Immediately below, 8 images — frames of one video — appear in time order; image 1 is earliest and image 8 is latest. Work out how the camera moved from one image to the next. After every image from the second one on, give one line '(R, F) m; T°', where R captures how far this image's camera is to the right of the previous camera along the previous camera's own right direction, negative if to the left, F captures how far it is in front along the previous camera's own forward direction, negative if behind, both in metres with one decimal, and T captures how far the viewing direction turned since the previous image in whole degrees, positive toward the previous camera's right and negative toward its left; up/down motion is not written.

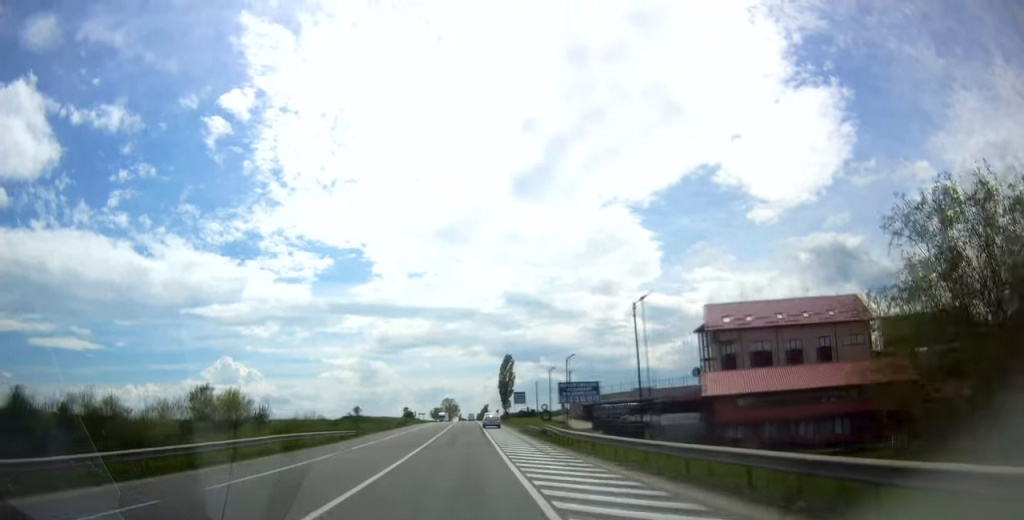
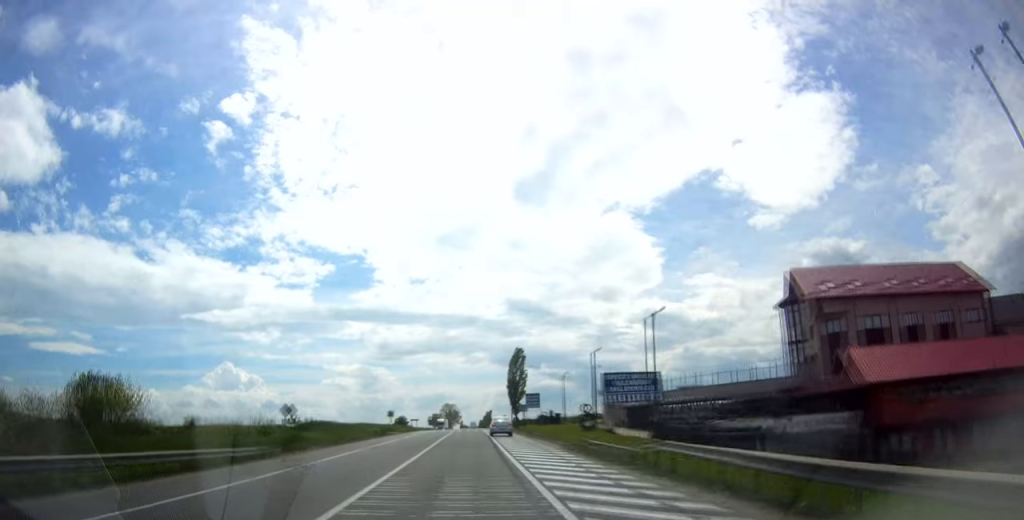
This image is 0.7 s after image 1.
(-0.1, +22.2) m; -1°
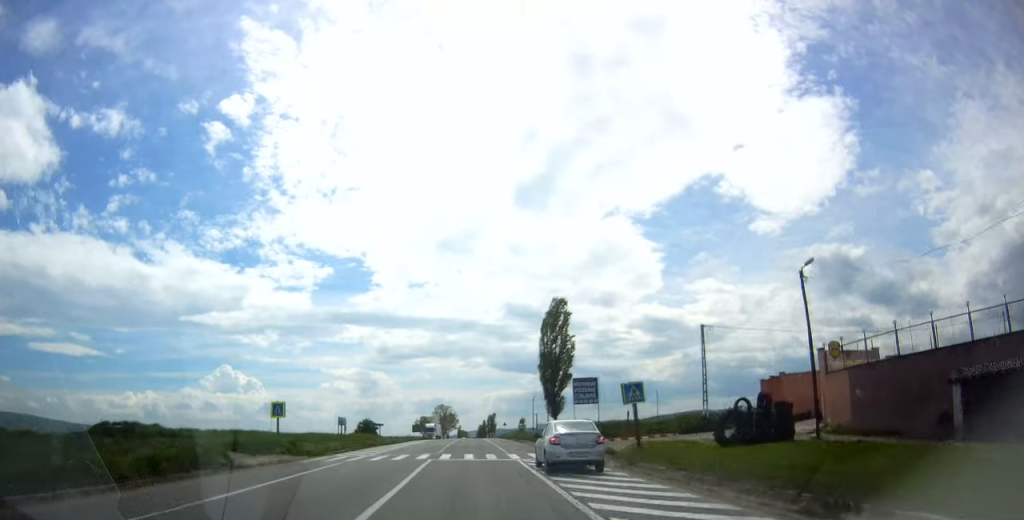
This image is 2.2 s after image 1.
(-0.6, +46.1) m; 0°
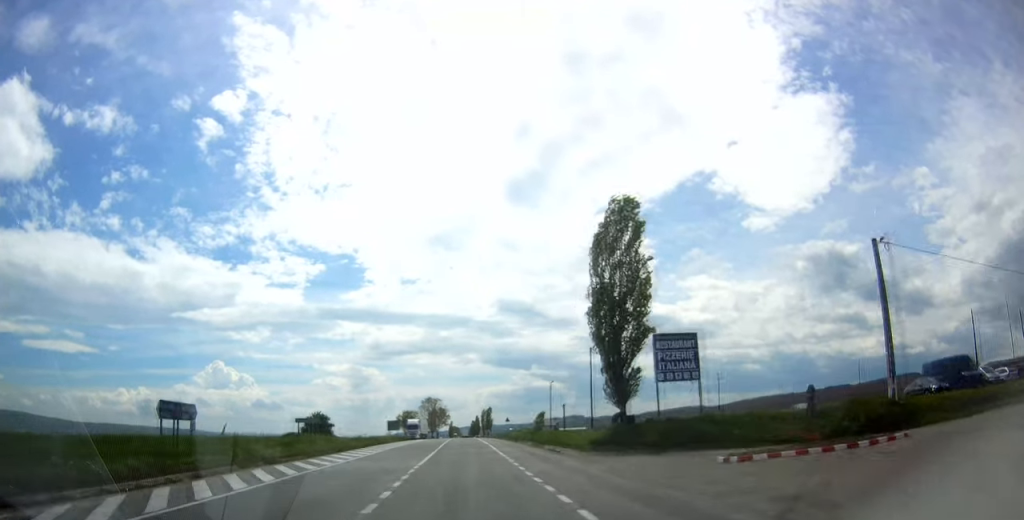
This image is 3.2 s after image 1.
(+0.4, +27.3) m; +1°
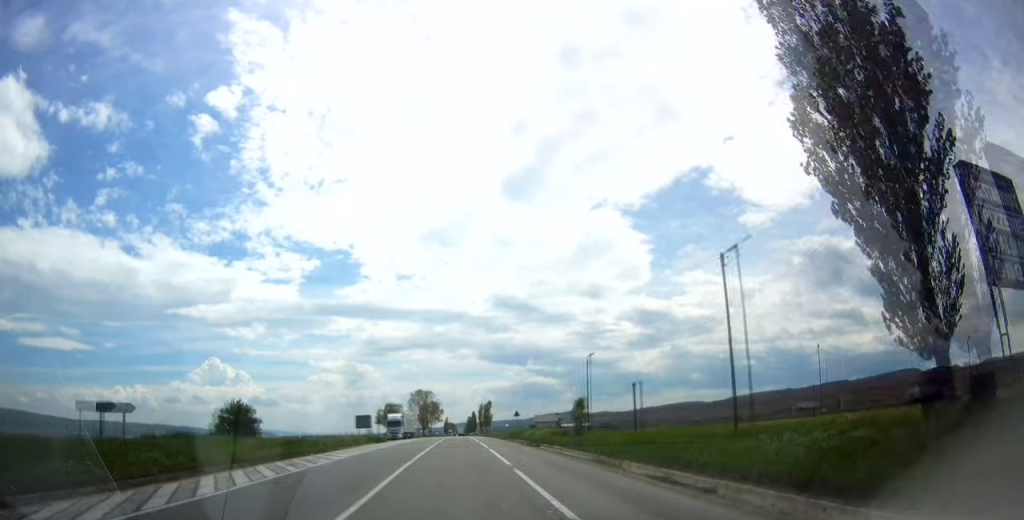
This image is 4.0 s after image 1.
(+0.1, +23.6) m; 0°
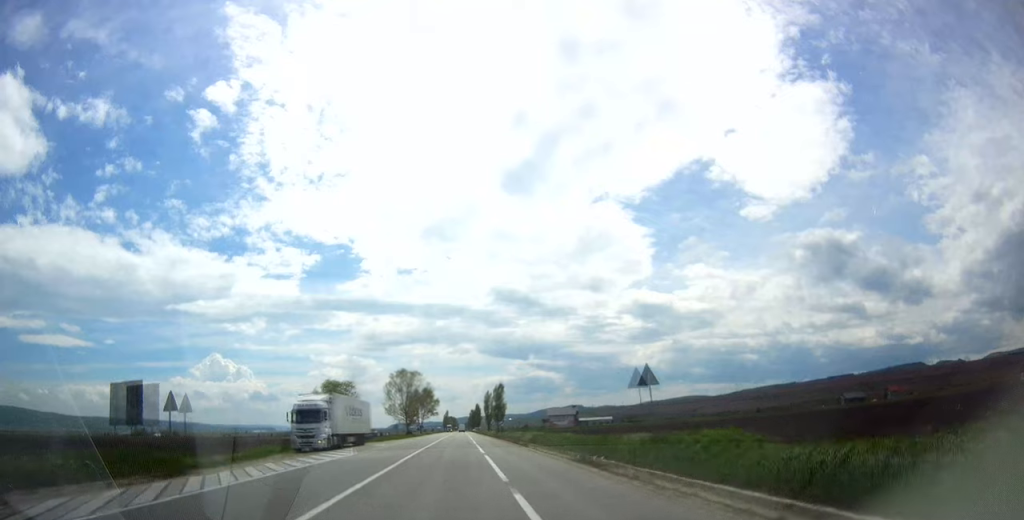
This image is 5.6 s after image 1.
(+0.2, +49.5) m; 0°
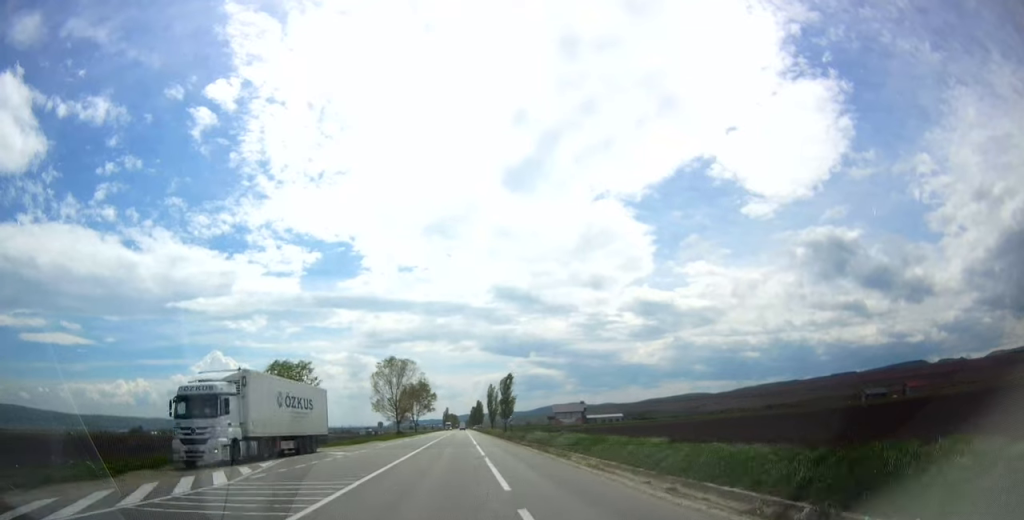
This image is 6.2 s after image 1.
(-0.1, +17.7) m; 0°
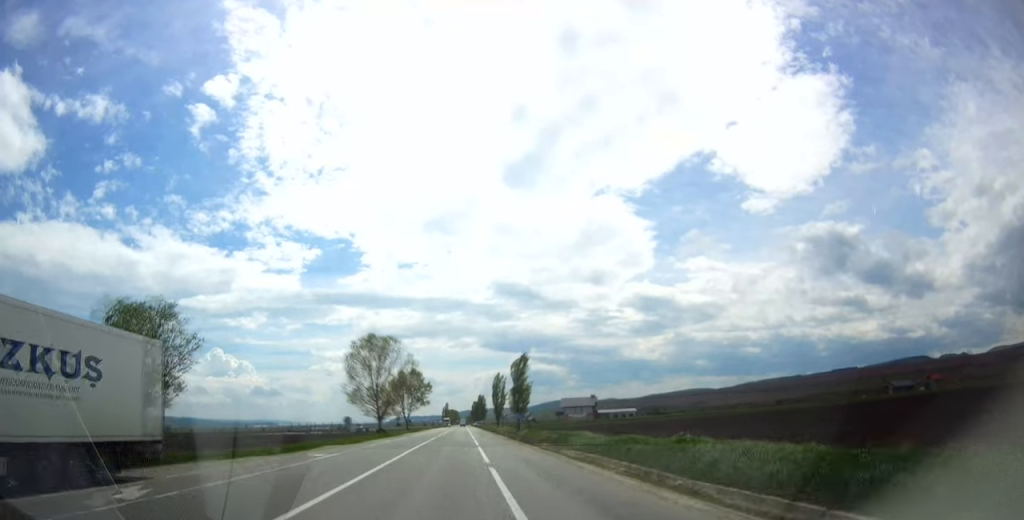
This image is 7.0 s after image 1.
(+0.1, +22.4) m; 0°
